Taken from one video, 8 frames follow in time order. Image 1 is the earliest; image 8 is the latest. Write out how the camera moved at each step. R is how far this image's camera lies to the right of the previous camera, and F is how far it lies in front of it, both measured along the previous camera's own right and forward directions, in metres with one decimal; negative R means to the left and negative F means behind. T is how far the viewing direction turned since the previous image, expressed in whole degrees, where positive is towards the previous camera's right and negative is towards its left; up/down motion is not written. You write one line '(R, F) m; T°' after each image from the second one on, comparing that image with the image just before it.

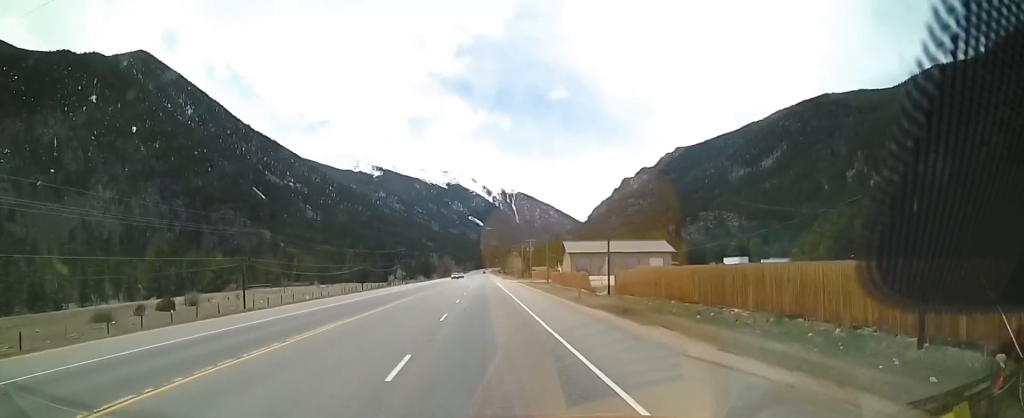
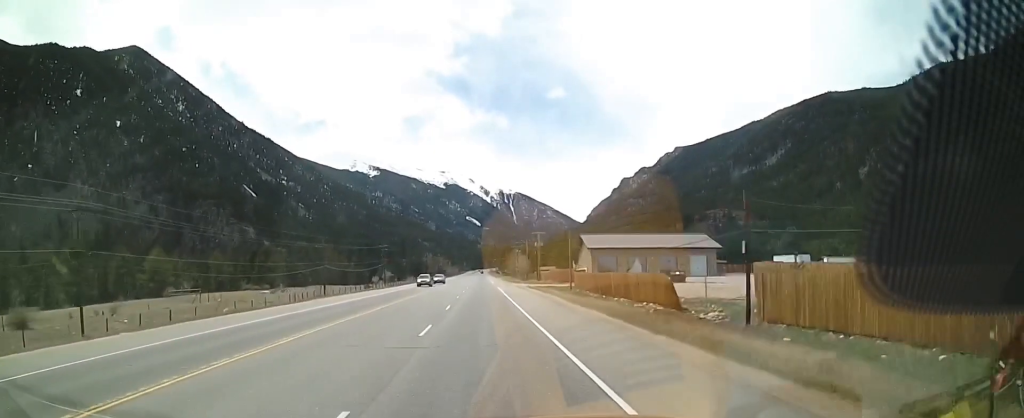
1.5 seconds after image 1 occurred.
(+0.6, +29.5) m; +1°
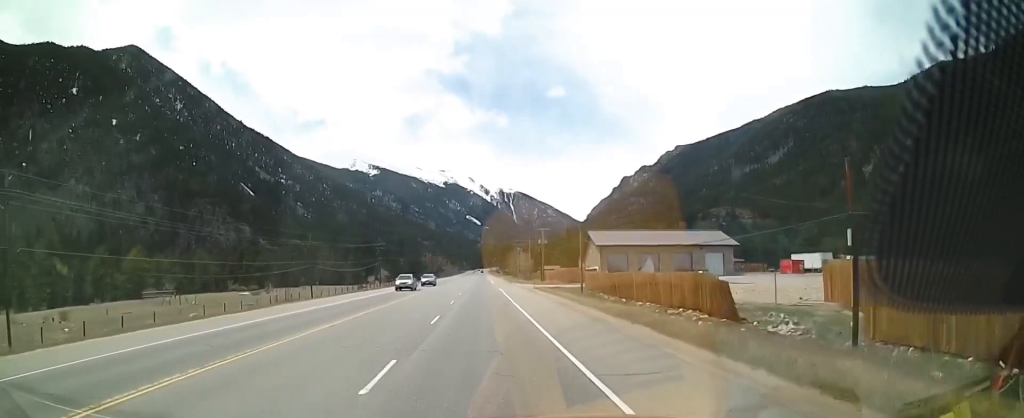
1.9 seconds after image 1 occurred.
(+0.2, +8.0) m; 0°
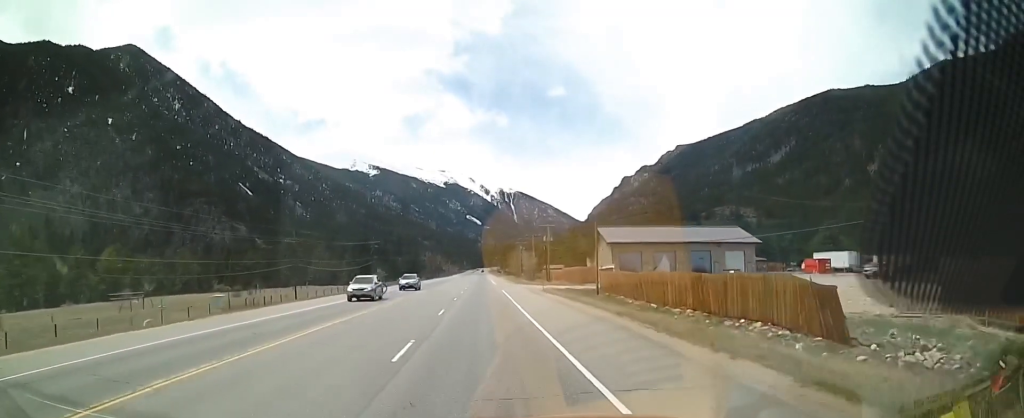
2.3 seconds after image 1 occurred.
(-0.2, +8.6) m; 0°
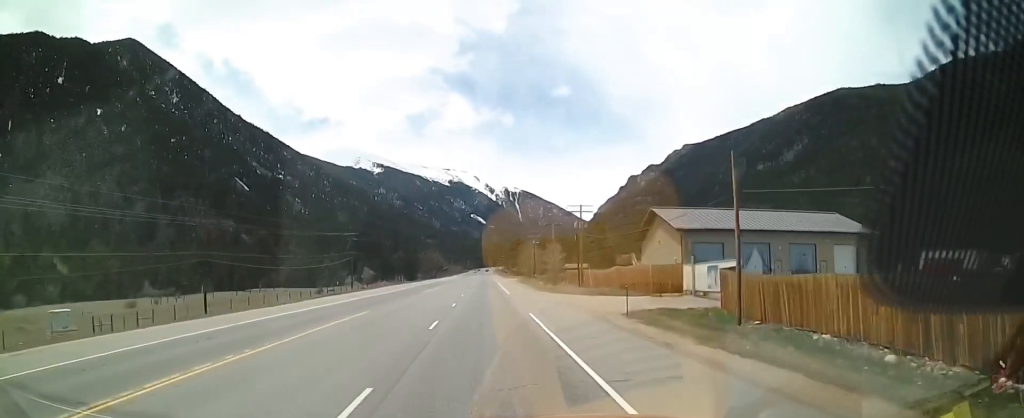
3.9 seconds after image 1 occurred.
(+0.3, +30.6) m; 0°
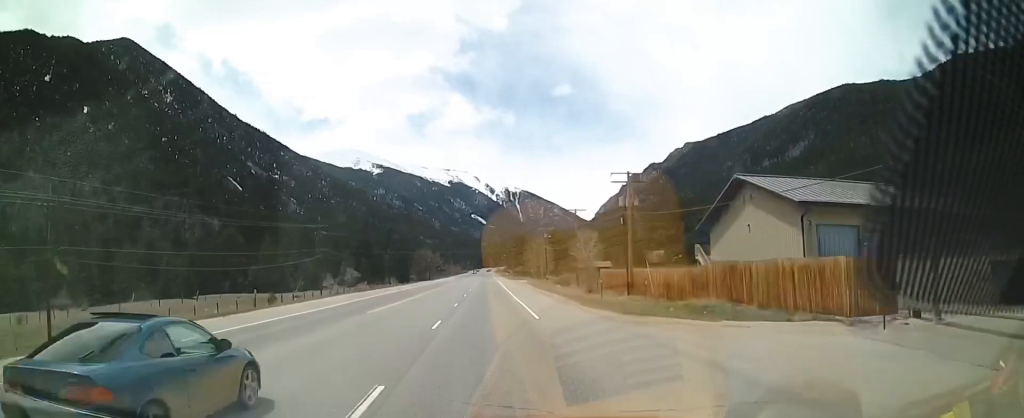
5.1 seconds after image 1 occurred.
(-0.6, +23.9) m; -2°
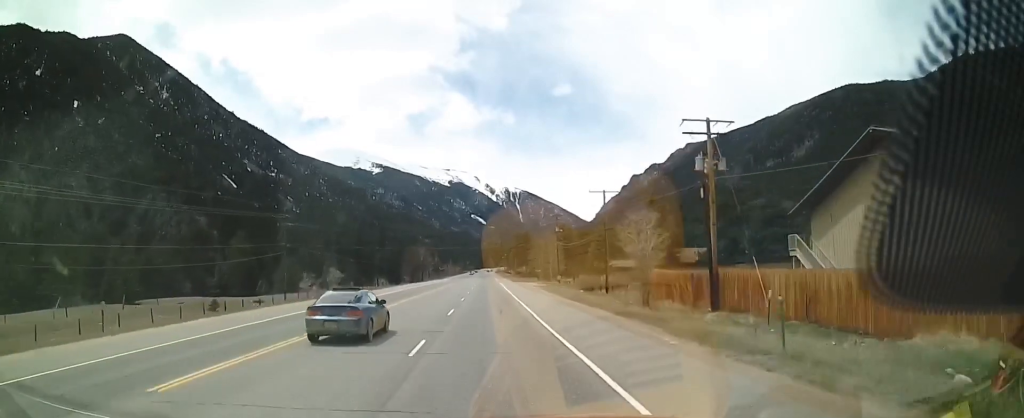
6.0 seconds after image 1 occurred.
(0.0, +18.1) m; 0°
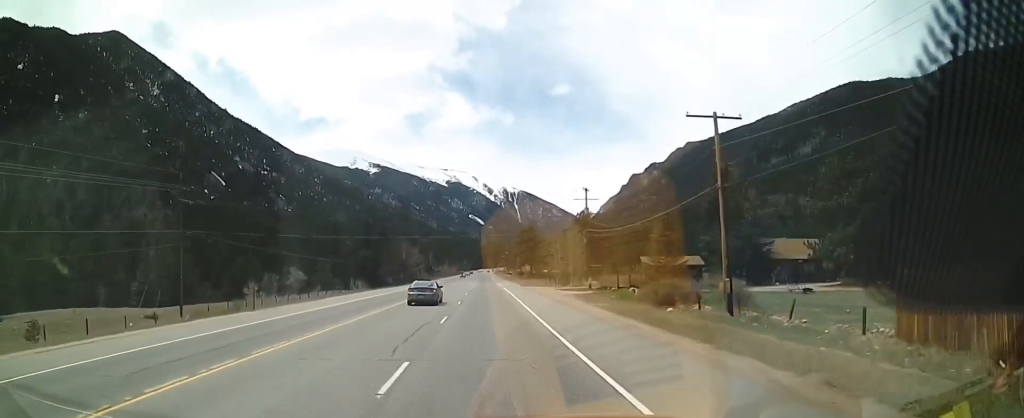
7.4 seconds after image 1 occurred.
(+0.6, +29.1) m; +1°
